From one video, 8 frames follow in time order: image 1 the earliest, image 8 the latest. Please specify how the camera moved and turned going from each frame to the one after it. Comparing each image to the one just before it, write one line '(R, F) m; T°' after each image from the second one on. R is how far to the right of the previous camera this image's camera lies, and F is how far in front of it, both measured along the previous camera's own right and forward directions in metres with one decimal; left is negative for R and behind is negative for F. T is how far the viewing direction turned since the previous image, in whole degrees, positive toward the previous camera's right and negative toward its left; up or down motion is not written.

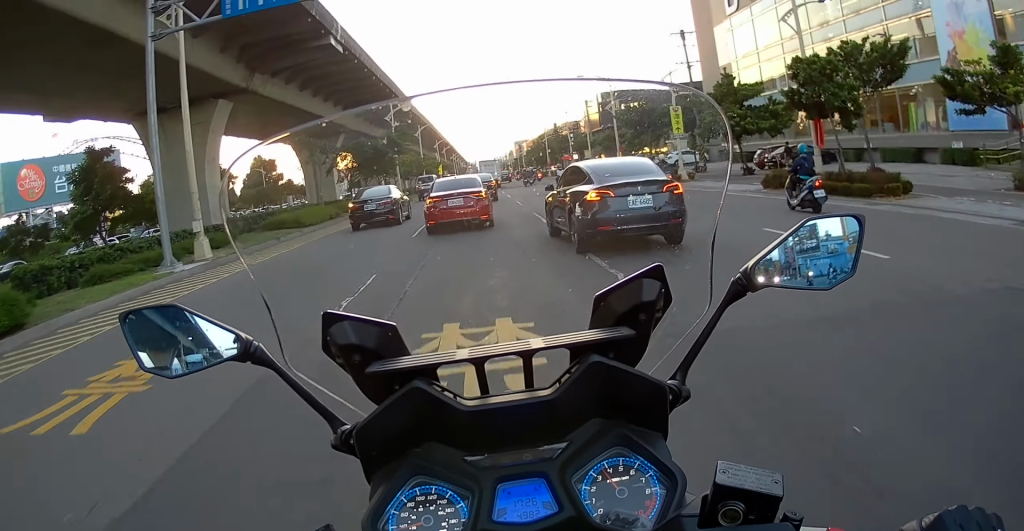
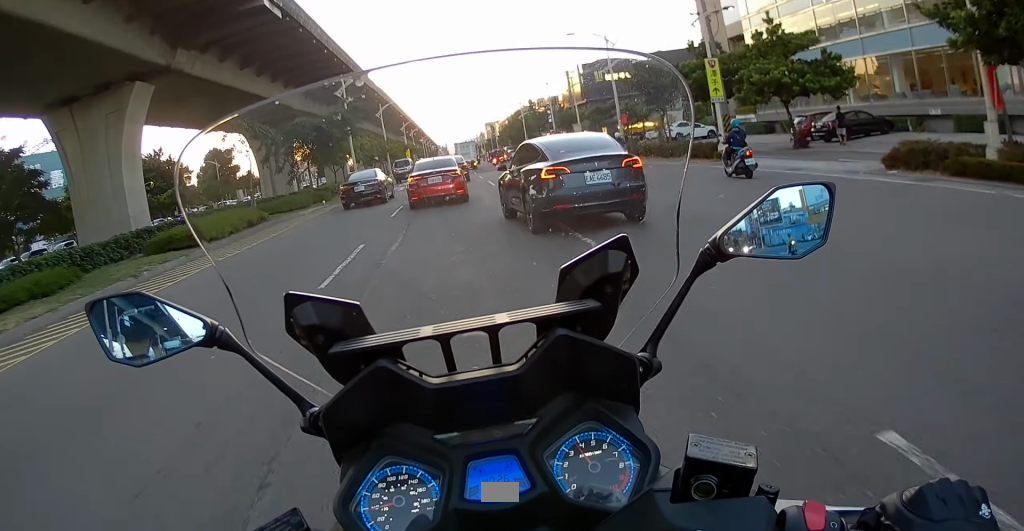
(+0.2, +9.1) m; +1°
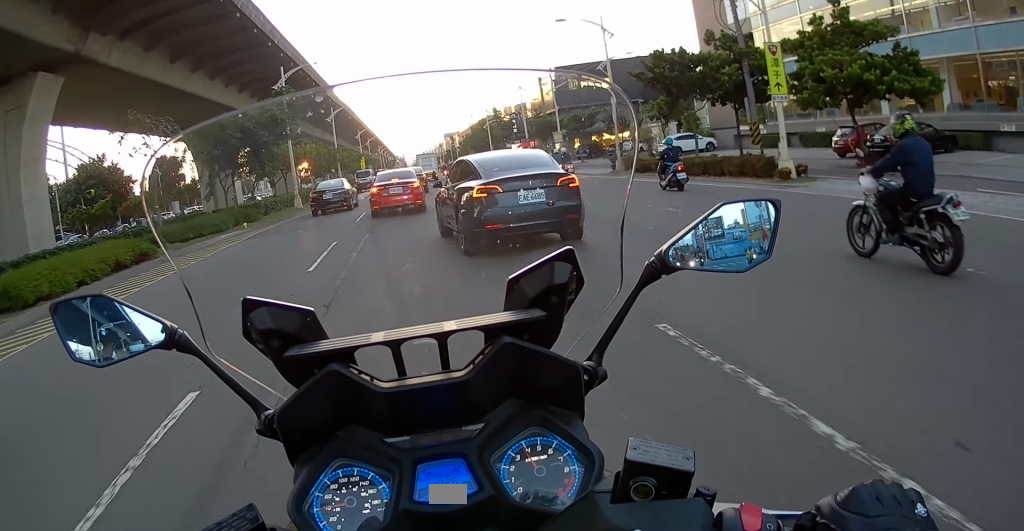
(0.0, +7.4) m; 0°
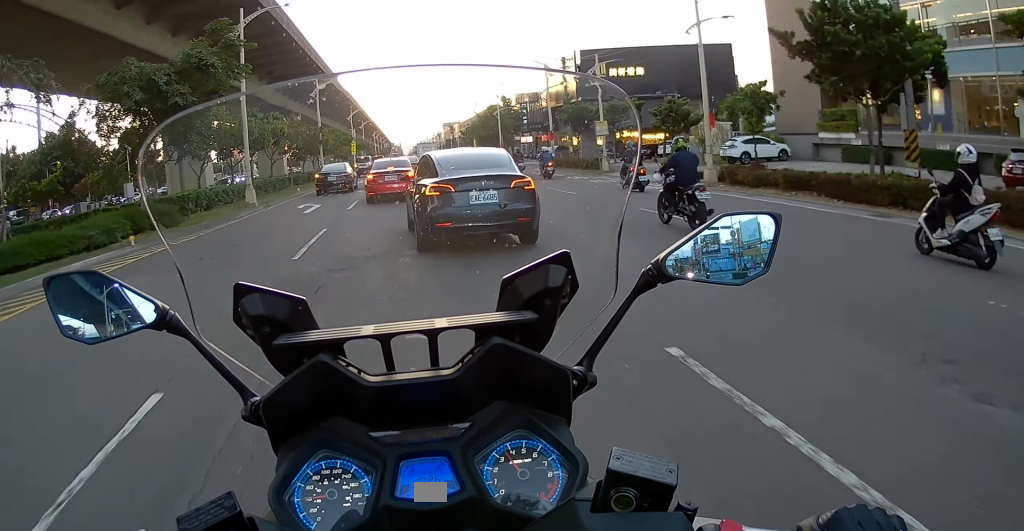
(0.0, +10.1) m; 0°
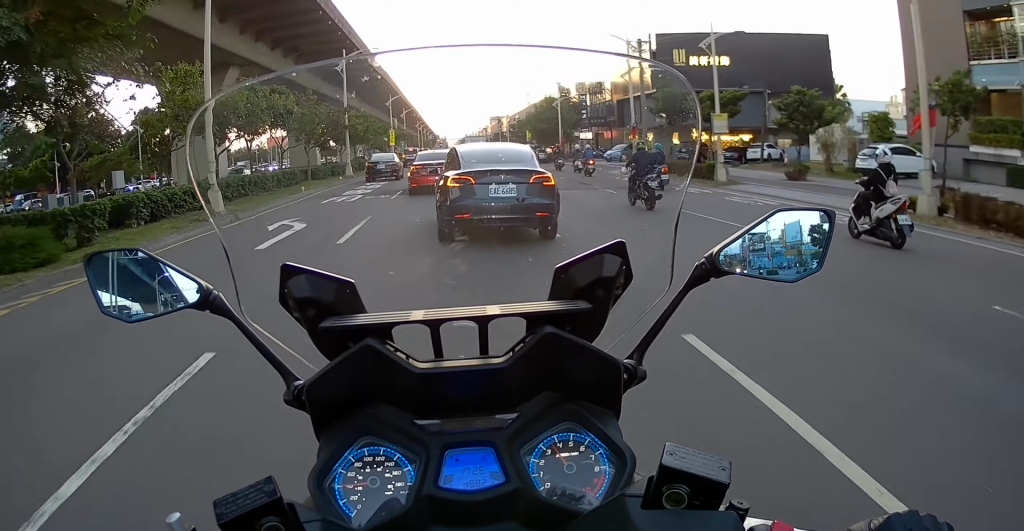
(0.0, +9.2) m; 0°
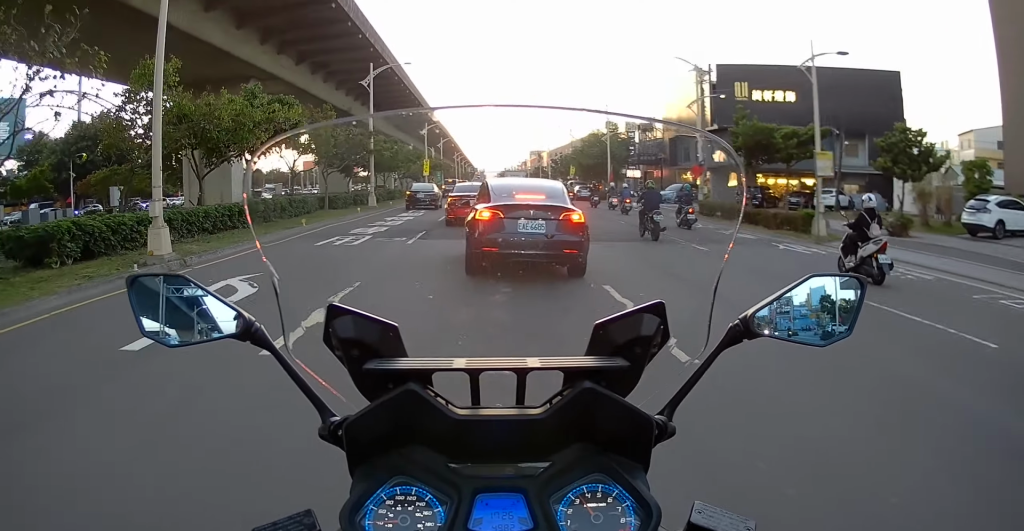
(0.0, +5.0) m; 0°
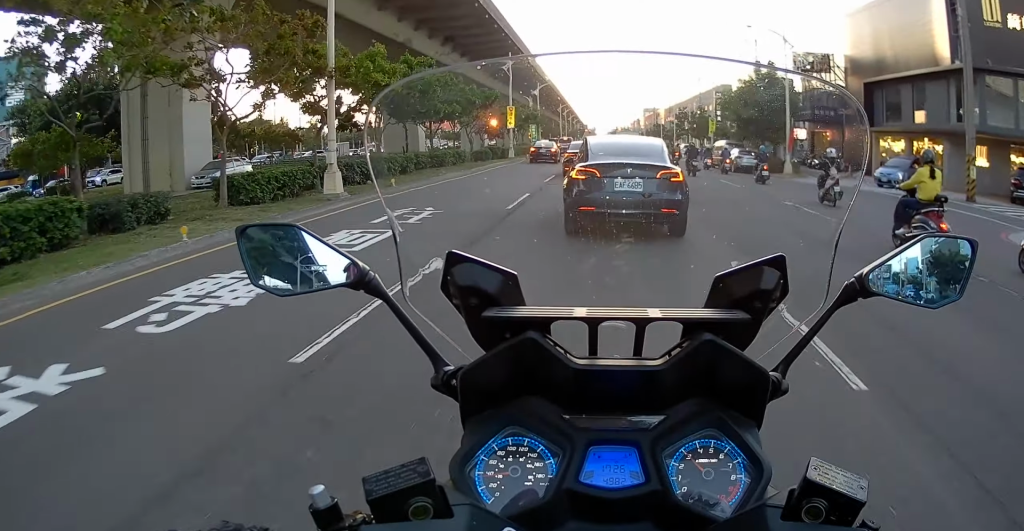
(0.0, +21.4) m; 0°
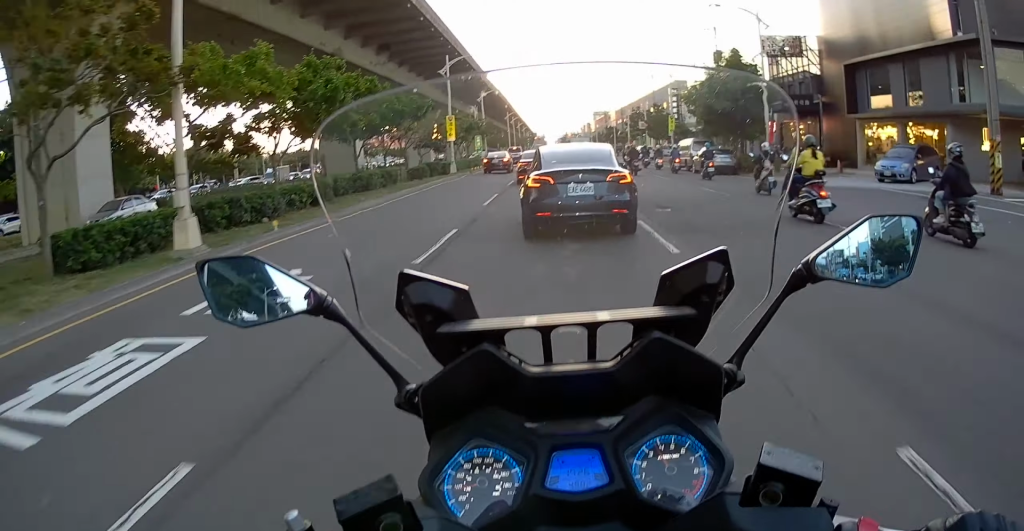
(0.0, +5.3) m; +1°
